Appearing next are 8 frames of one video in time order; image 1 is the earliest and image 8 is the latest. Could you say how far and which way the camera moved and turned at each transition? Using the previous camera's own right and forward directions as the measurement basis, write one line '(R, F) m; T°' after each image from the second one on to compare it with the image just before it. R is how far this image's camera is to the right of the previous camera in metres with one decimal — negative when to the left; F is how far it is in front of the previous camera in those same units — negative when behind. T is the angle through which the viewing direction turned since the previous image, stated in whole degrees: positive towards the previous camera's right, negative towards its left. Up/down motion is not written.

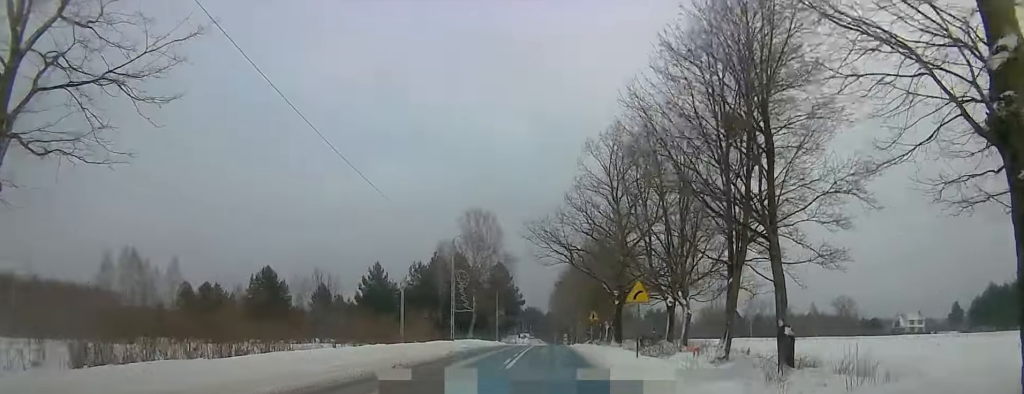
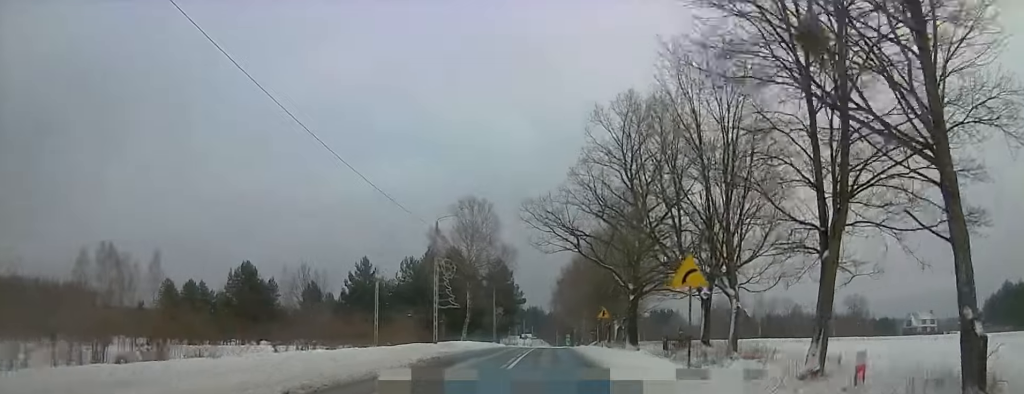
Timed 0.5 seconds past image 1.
(-0.4, +7.7) m; 0°
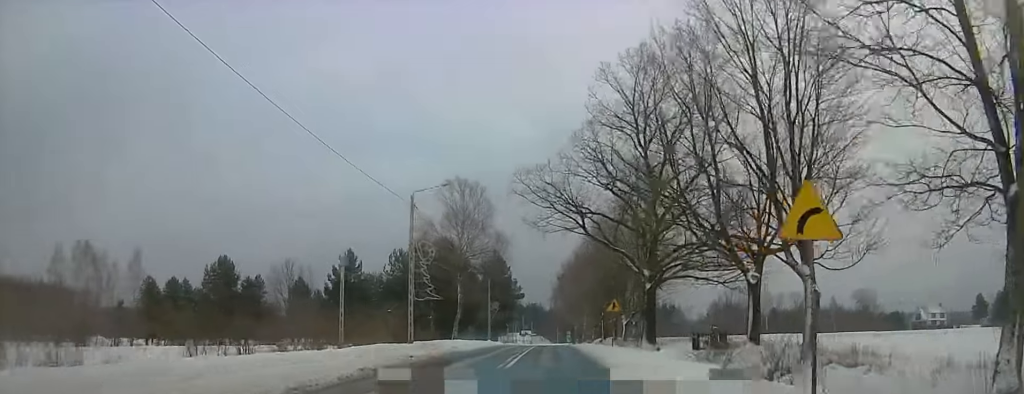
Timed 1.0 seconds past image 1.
(+0.3, +6.9) m; 0°
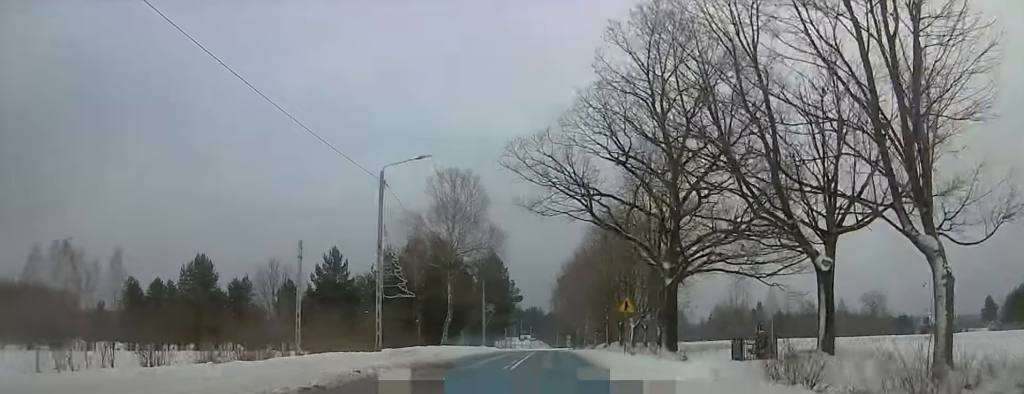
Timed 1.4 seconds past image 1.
(+0.3, +5.9) m; 0°
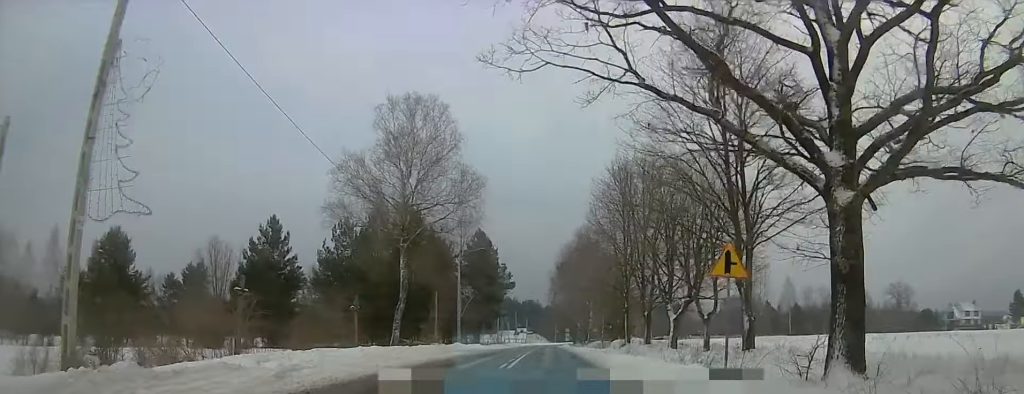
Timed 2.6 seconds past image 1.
(-0.6, +17.7) m; 0°
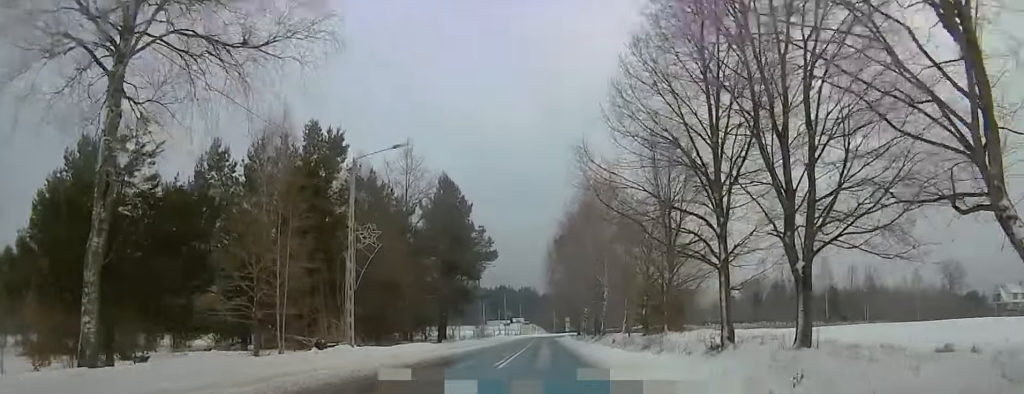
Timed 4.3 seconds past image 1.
(+1.3, +28.2) m; +2°
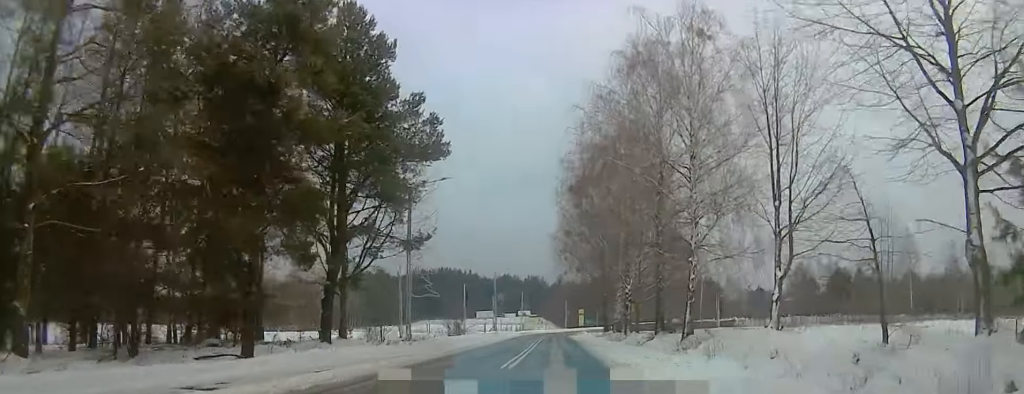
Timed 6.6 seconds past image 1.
(-0.2, +38.9) m; -3°
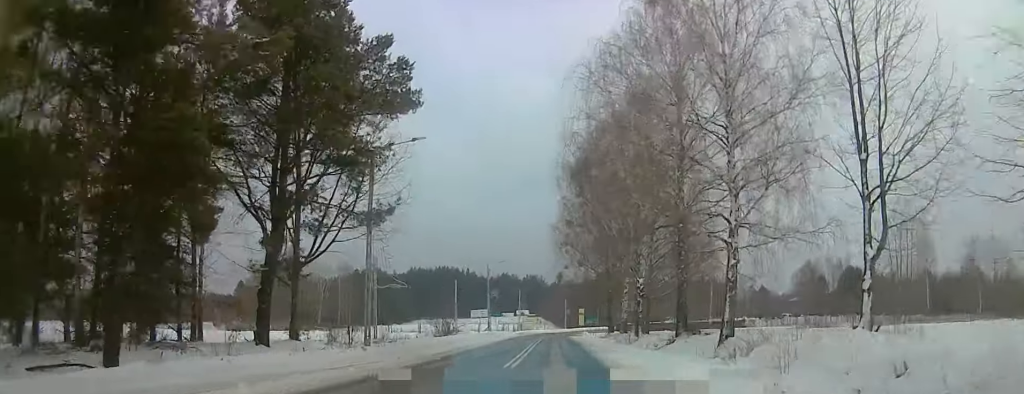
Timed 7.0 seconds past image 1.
(-0.3, +6.8) m; 0°
